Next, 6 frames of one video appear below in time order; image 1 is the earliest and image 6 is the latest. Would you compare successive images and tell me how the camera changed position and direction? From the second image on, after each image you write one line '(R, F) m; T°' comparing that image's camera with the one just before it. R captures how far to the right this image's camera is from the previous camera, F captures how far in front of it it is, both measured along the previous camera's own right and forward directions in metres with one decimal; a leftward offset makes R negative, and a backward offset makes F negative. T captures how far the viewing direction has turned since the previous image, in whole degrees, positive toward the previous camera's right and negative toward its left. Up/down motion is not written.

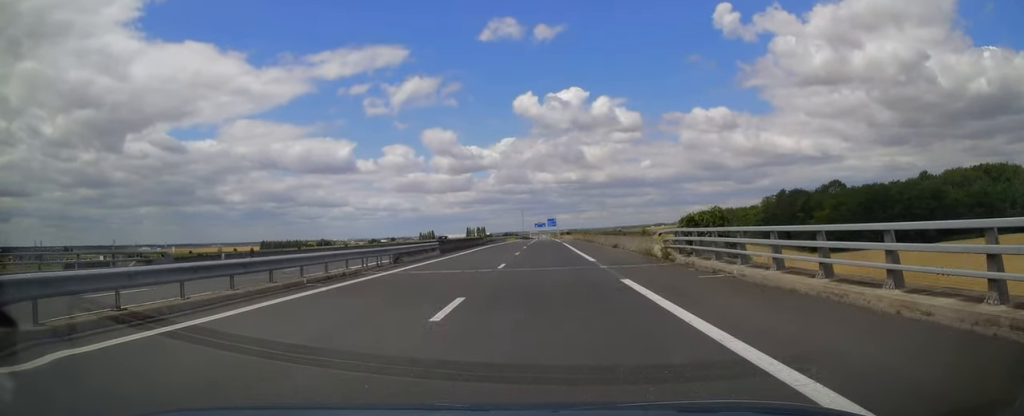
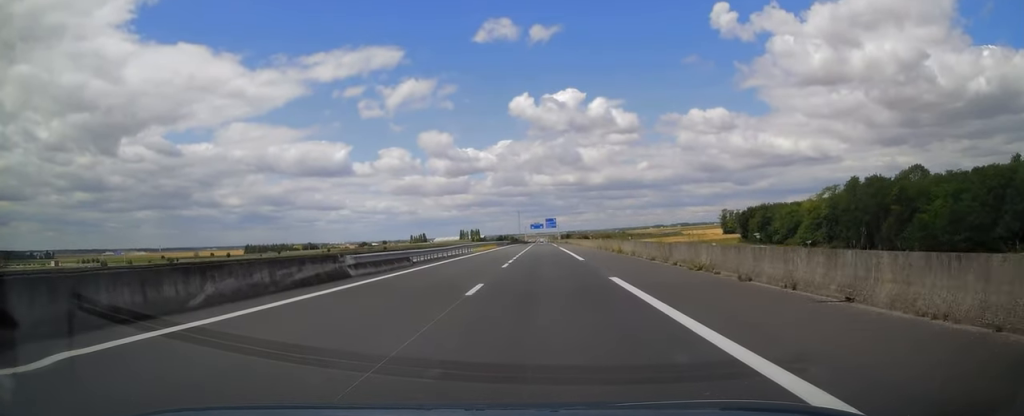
(+0.5, +48.5) m; 0°
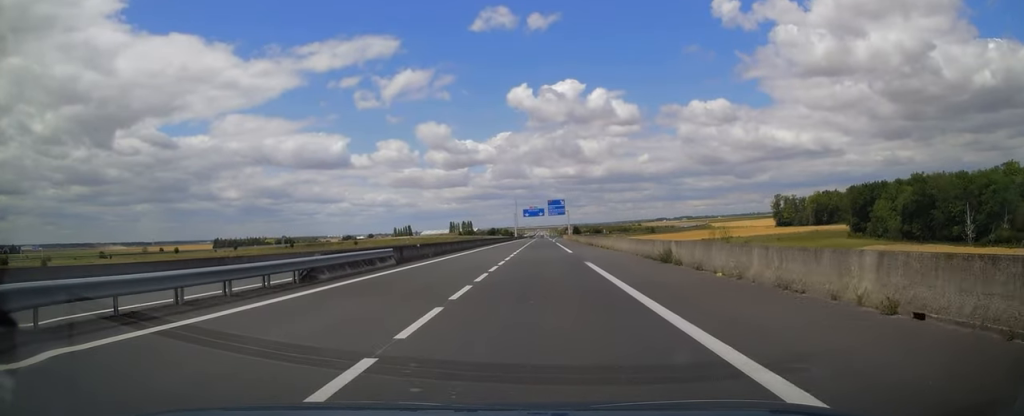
(0.0, +97.8) m; 0°
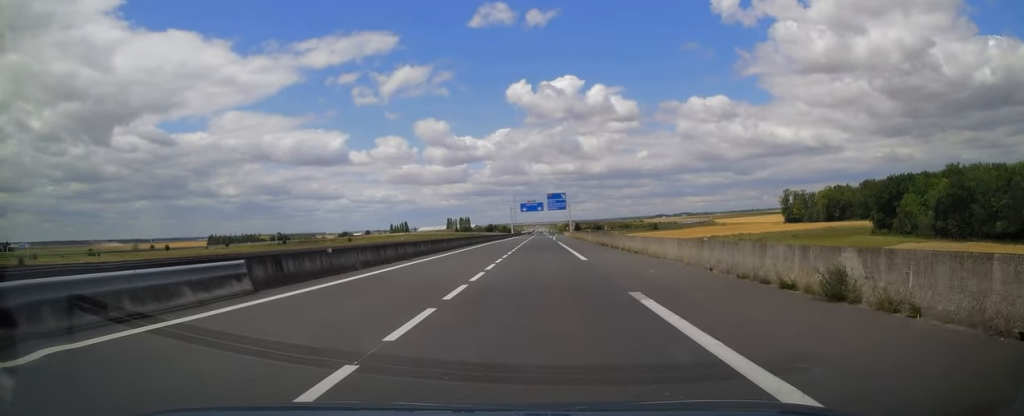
(0.0, +13.7) m; 0°
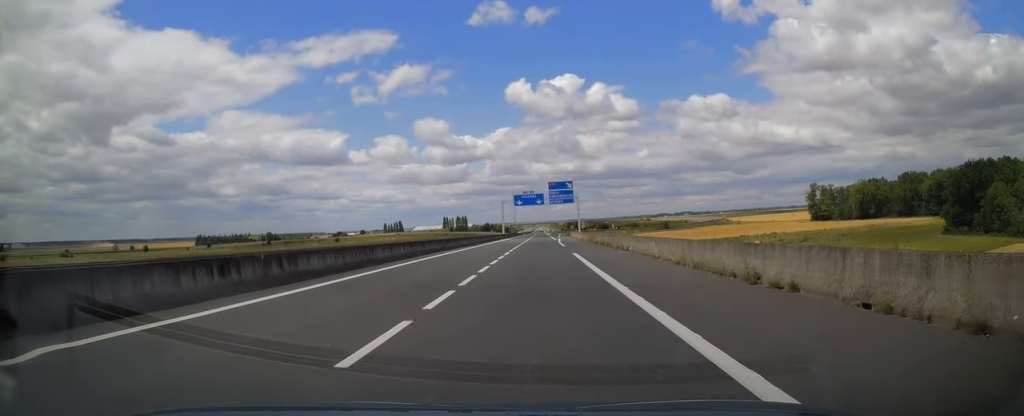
(-0.4, +32.4) m; 0°
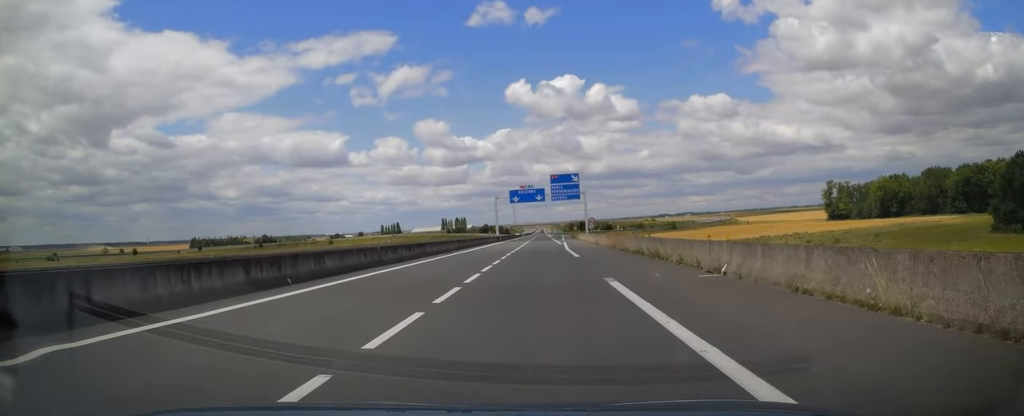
(+0.1, +16.7) m; 0°
